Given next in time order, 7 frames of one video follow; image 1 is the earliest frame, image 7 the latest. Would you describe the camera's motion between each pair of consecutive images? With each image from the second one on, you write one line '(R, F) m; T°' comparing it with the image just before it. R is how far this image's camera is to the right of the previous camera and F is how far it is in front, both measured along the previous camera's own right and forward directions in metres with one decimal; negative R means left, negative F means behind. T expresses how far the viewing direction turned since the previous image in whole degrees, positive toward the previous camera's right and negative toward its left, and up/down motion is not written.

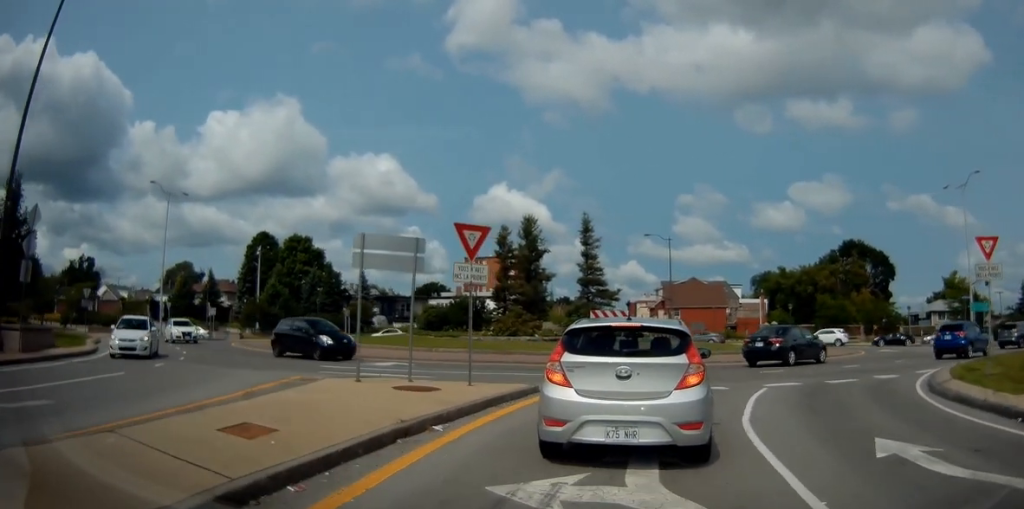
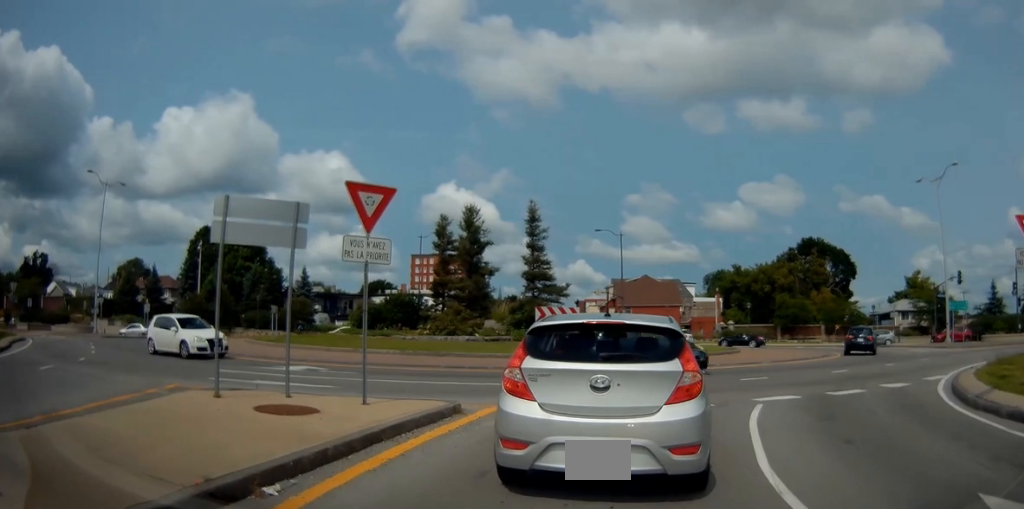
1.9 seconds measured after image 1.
(0.0, +3.6) m; 0°
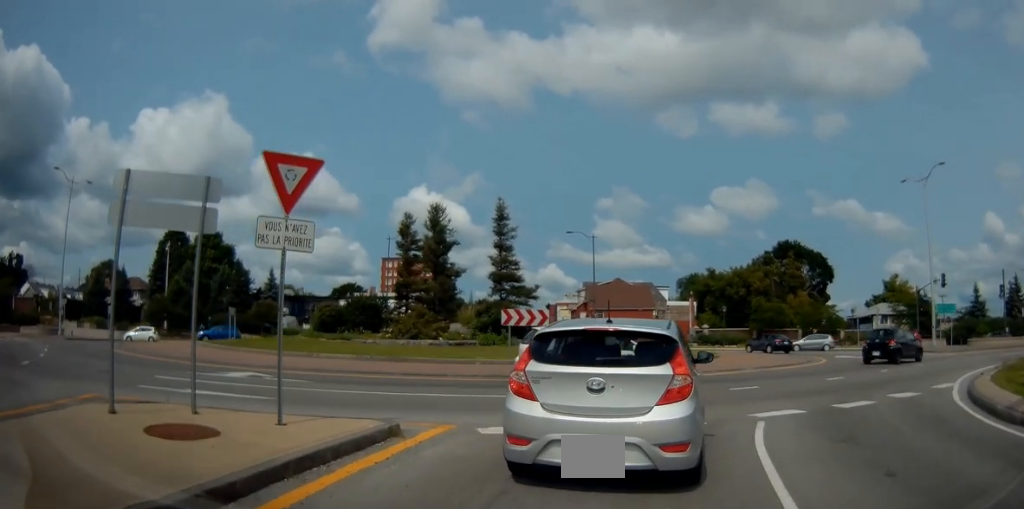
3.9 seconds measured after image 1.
(+0.5, +1.5) m; +4°
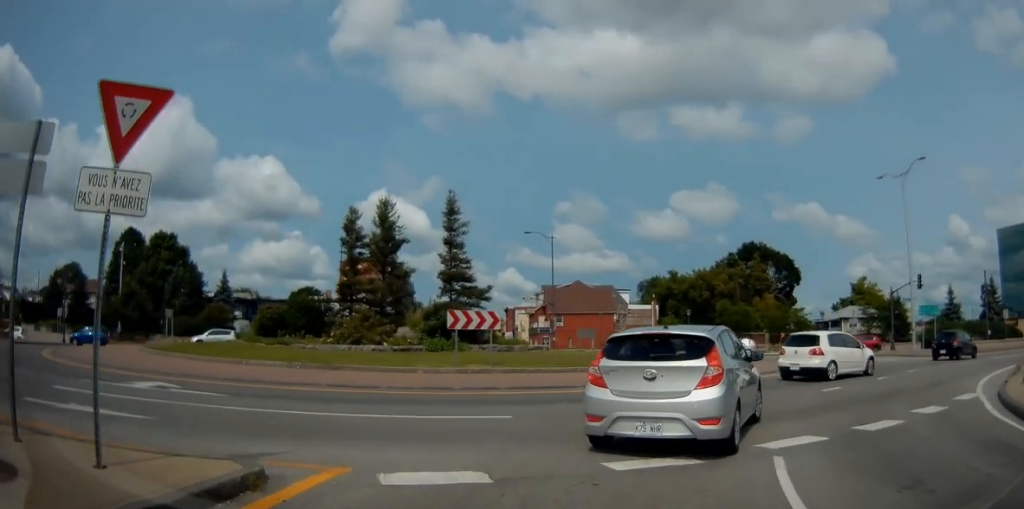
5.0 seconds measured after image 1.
(0.0, +2.2) m; +5°
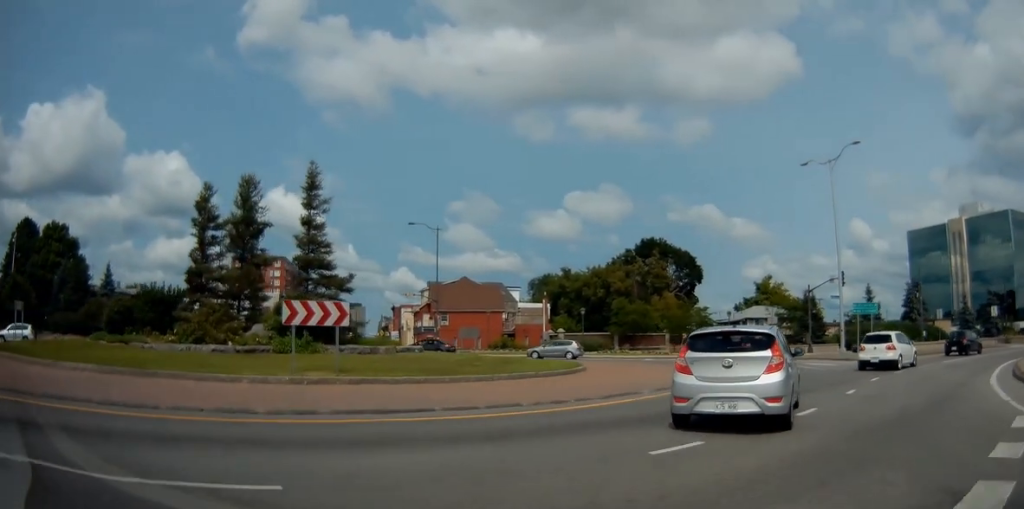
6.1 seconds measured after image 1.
(+0.3, +4.8) m; +10°
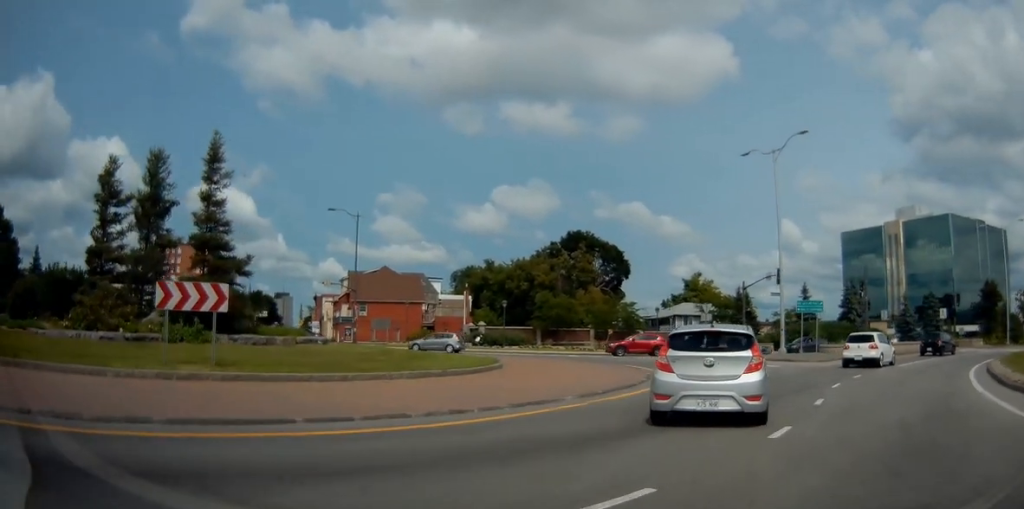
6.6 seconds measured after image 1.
(+0.1, +2.5) m; +5°
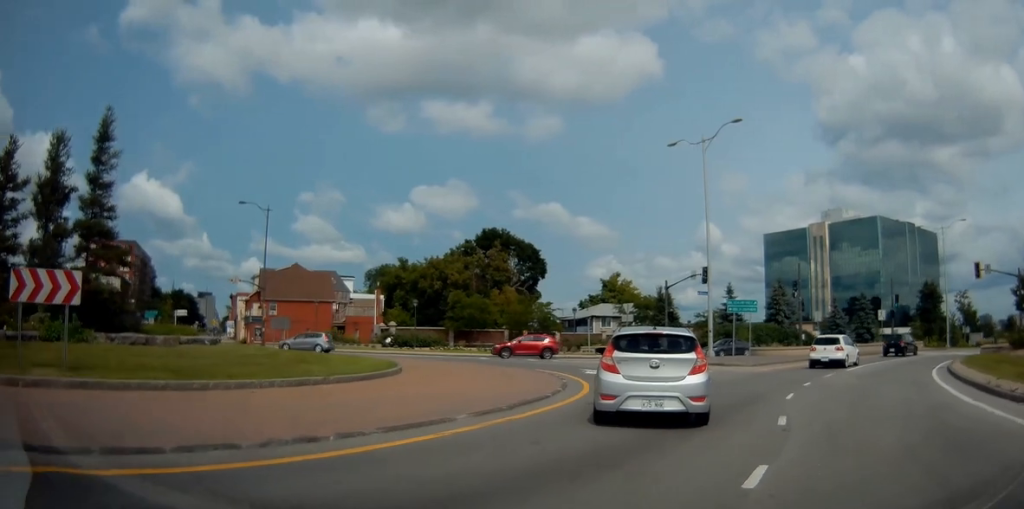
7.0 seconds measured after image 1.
(0.0, +2.4) m; +4°
